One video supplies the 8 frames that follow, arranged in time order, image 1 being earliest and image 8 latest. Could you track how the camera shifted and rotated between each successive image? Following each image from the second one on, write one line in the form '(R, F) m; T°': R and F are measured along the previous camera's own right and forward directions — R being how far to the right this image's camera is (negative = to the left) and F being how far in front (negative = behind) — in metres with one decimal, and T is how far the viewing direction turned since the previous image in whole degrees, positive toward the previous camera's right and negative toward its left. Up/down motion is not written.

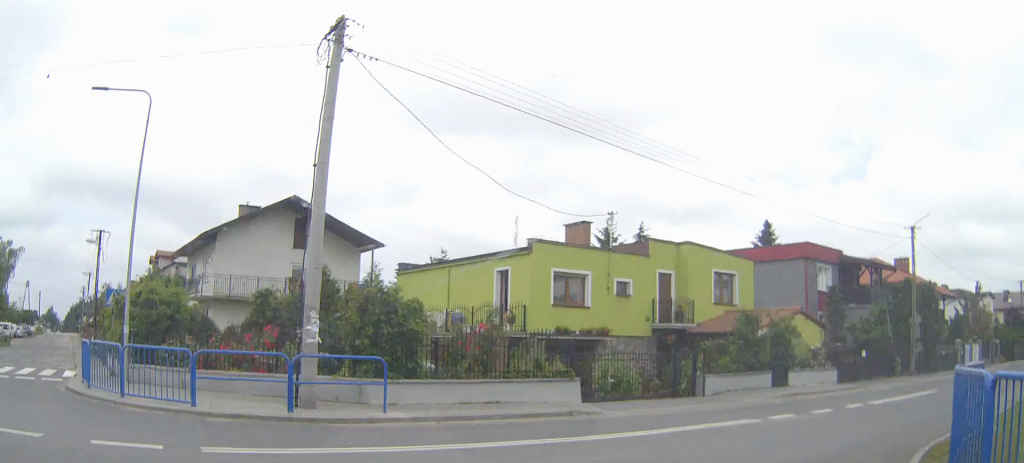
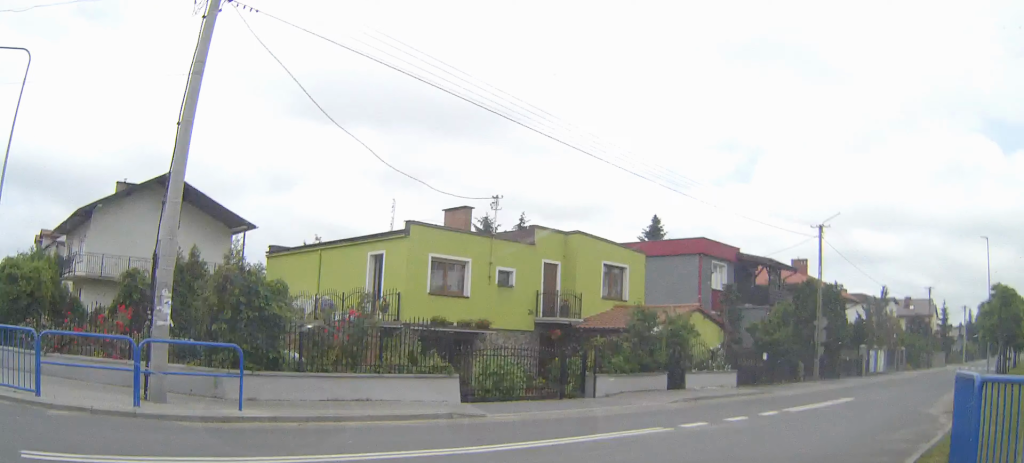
(+0.1, +1.7) m; +10°
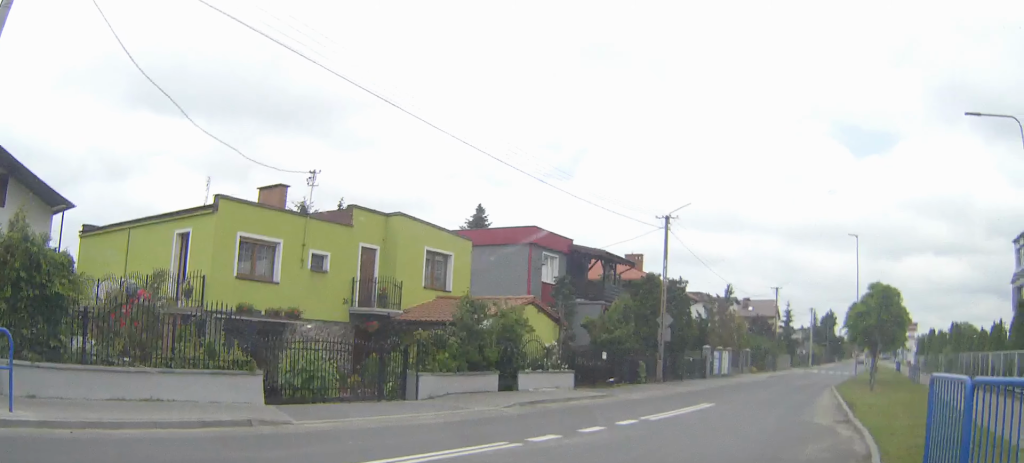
(+0.1, +1.9) m; +11°
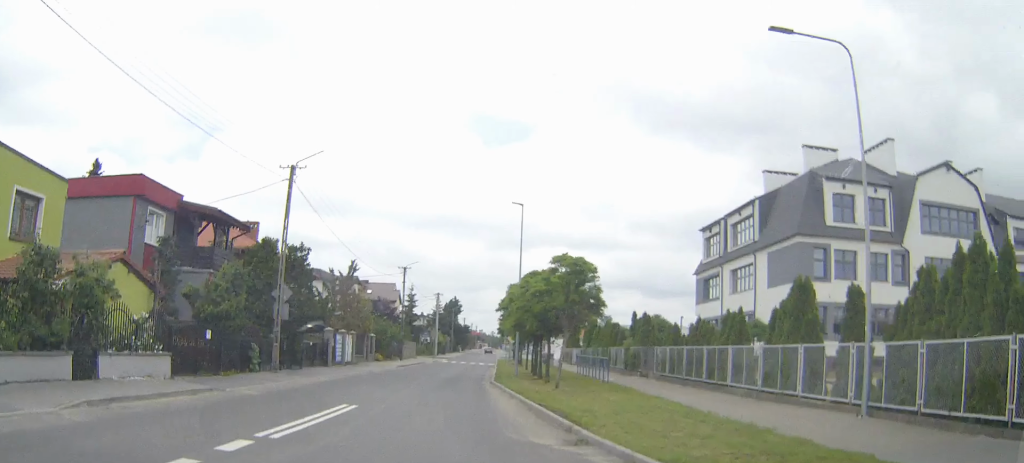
(+1.0, +4.8) m; +20°
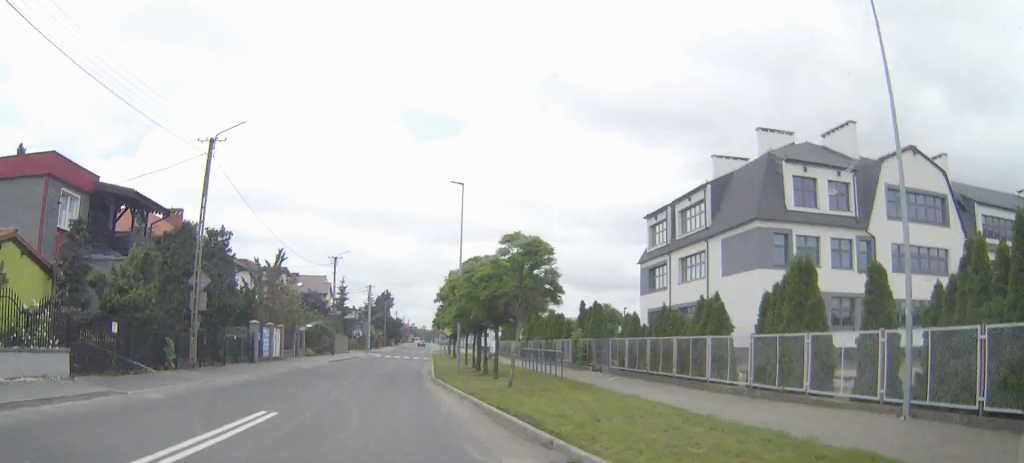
(+0.1, +2.4) m; +6°
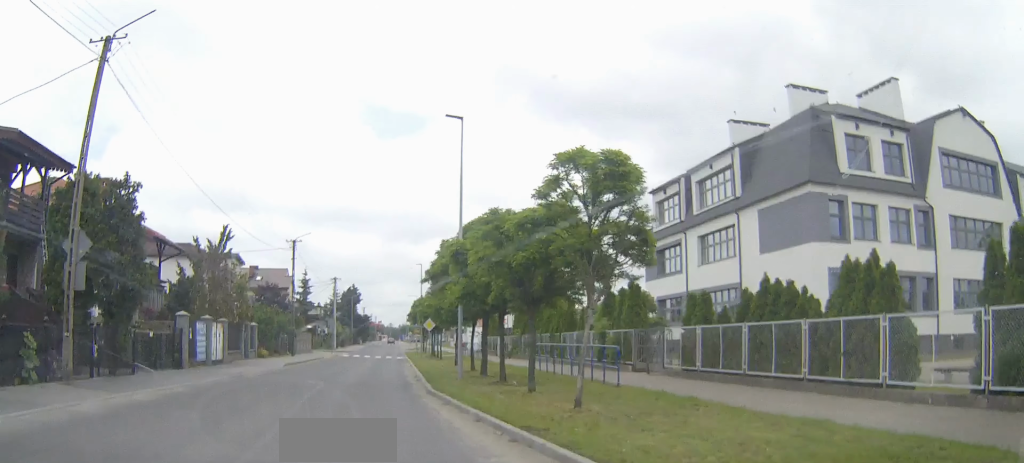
(+0.7, +8.0) m; +7°
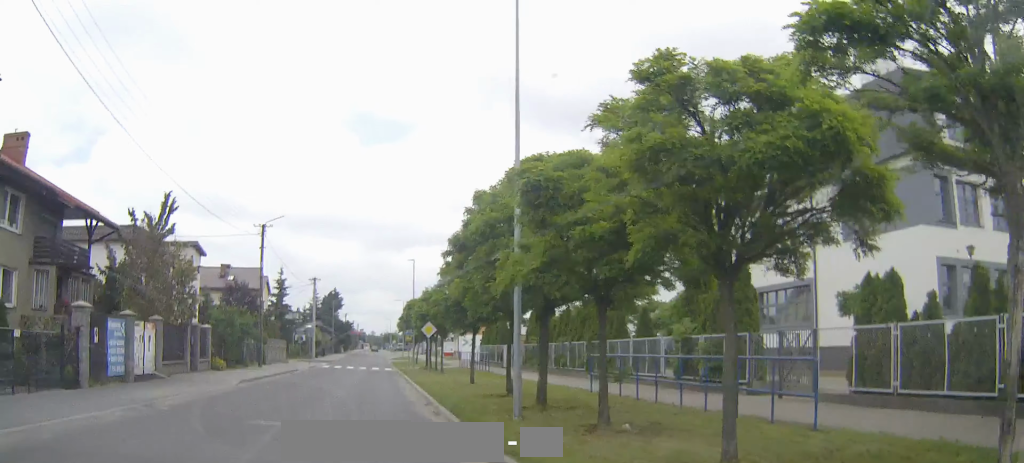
(+0.2, +9.1) m; +2°
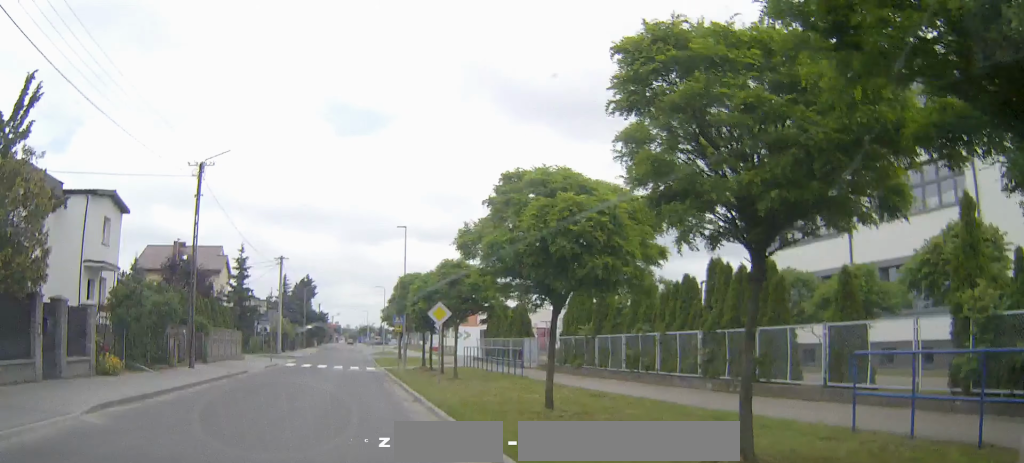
(+0.2, +13.2) m; +2°
